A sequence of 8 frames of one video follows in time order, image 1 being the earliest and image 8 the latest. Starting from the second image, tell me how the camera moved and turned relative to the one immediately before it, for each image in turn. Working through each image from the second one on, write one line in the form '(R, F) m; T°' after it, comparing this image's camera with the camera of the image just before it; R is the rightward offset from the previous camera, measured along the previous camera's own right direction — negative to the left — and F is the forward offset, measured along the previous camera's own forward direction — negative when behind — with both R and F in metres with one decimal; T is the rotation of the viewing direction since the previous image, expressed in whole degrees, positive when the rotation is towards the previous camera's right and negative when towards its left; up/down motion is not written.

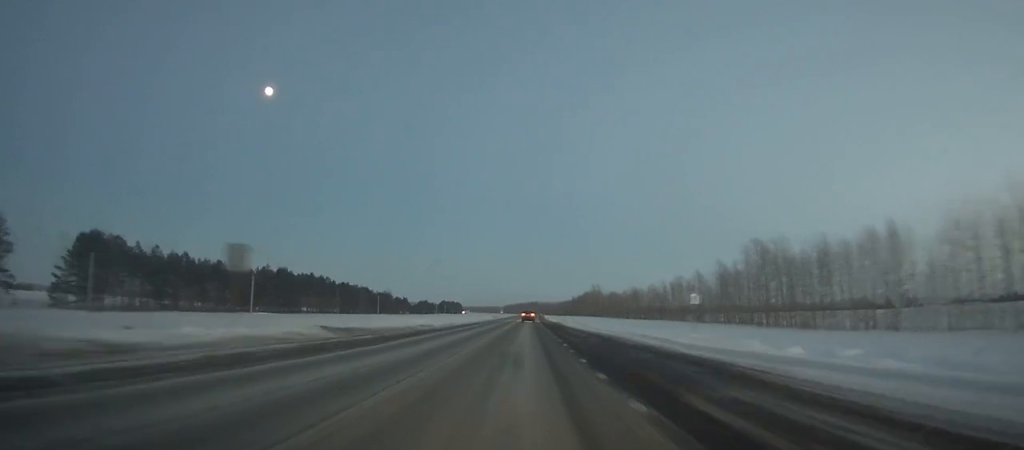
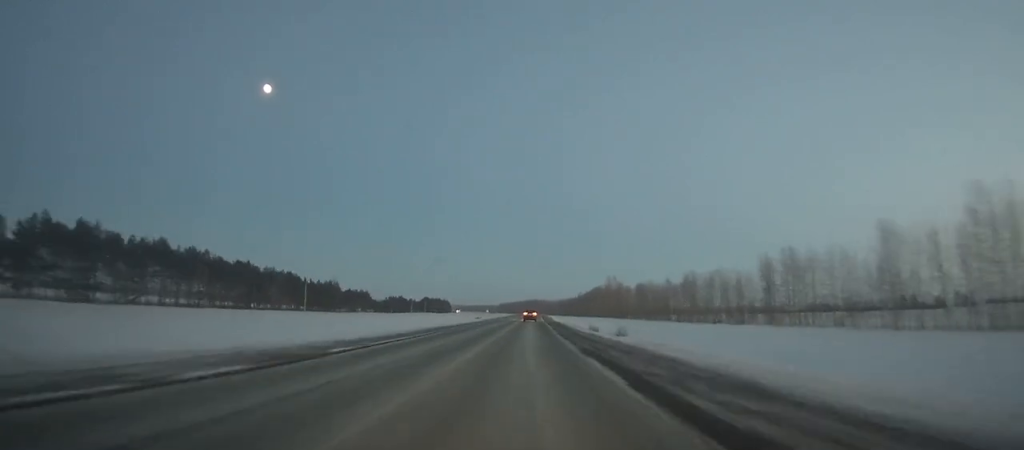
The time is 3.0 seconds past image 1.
(-0.3, +81.2) m; 0°
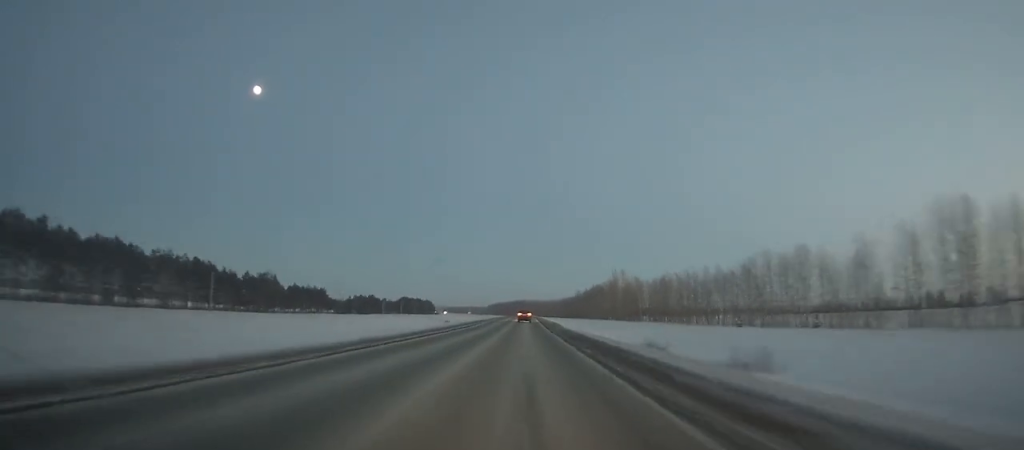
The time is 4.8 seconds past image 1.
(0.0, +48.6) m; 0°
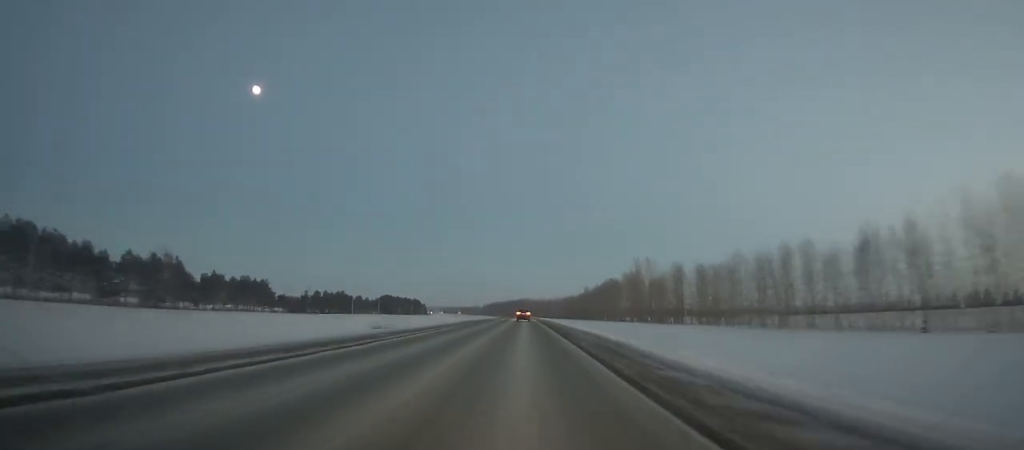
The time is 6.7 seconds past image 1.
(+0.4, +51.2) m; 0°
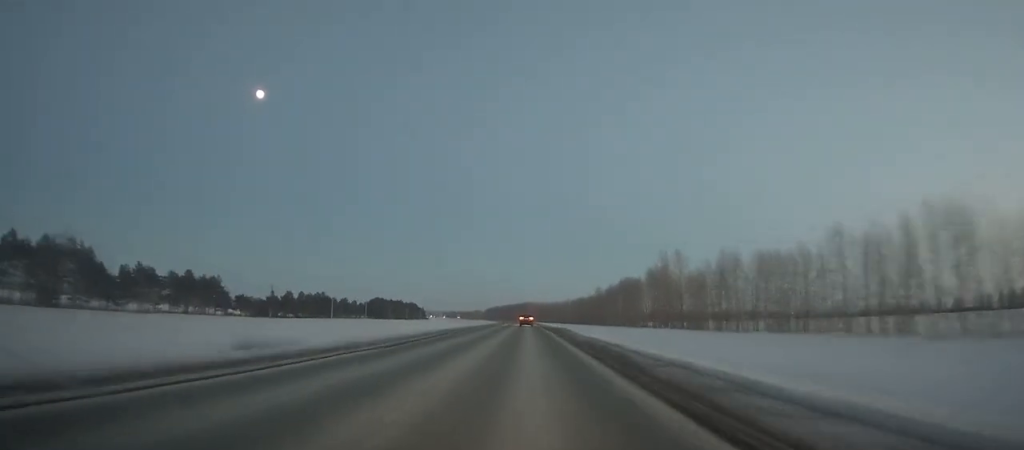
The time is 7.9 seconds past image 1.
(0.0, +32.3) m; 0°
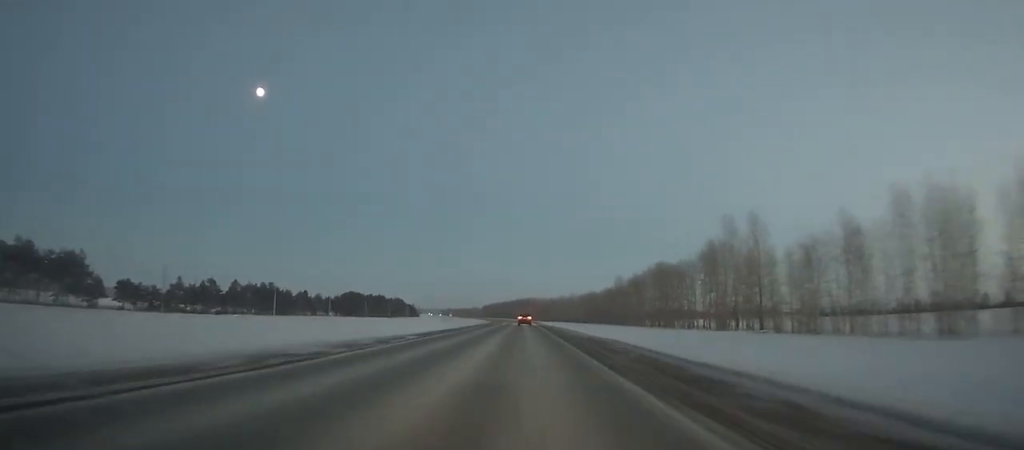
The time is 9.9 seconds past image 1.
(-0.1, +53.6) m; 0°
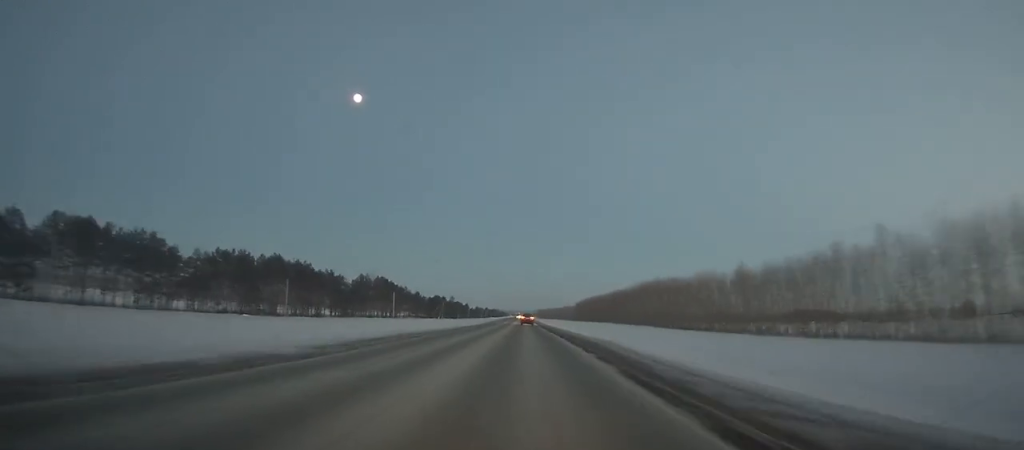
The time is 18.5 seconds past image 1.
(-10.0, +233.3) m; -7°
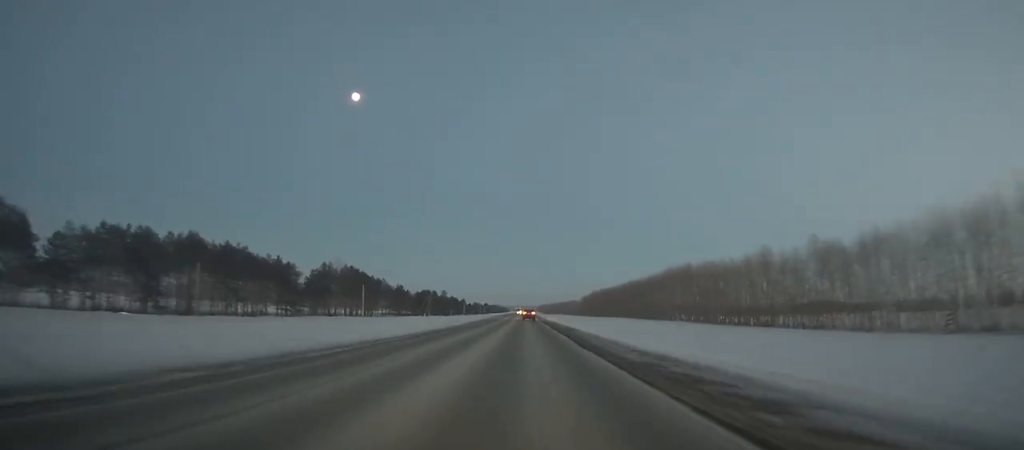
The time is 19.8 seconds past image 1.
(-0.7, +36.2) m; -1°
